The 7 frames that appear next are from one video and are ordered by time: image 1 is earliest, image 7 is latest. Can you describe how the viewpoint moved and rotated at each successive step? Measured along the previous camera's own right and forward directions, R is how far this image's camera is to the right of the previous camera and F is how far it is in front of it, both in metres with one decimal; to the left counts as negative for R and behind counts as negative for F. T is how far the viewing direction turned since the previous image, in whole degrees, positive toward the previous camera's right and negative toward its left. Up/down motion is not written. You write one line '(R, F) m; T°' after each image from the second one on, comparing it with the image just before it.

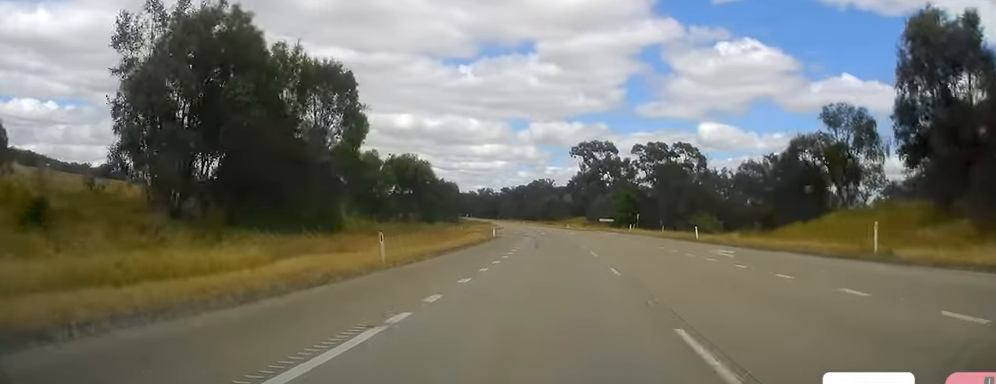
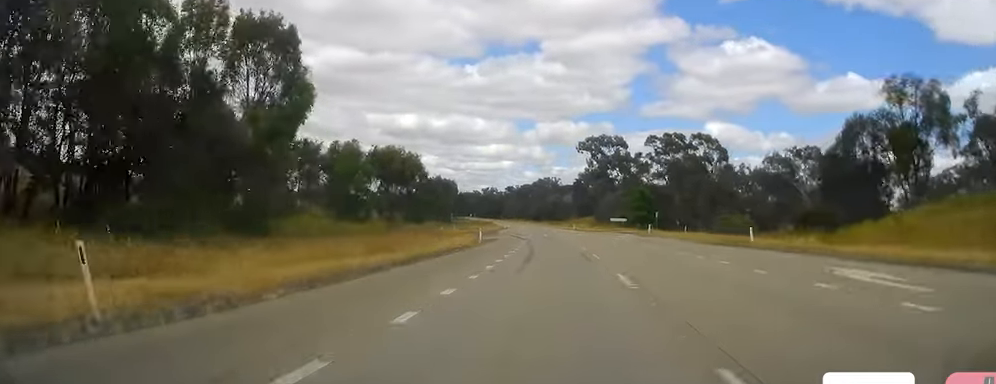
(0.0, +14.5) m; 0°
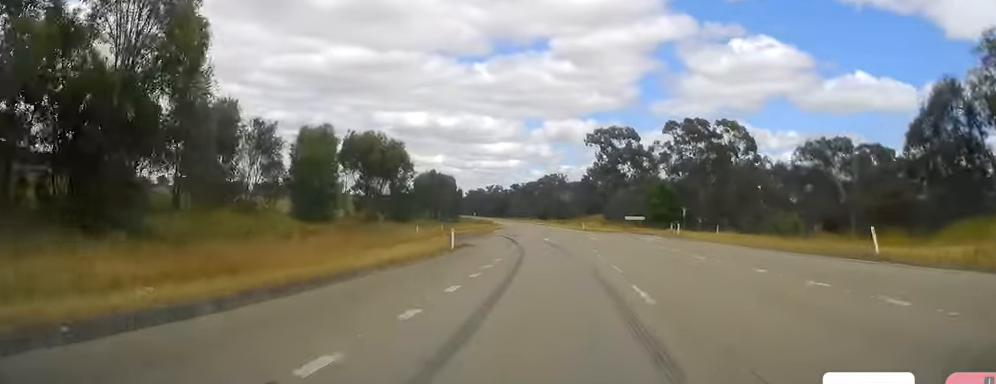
(0.0, +15.5) m; 0°
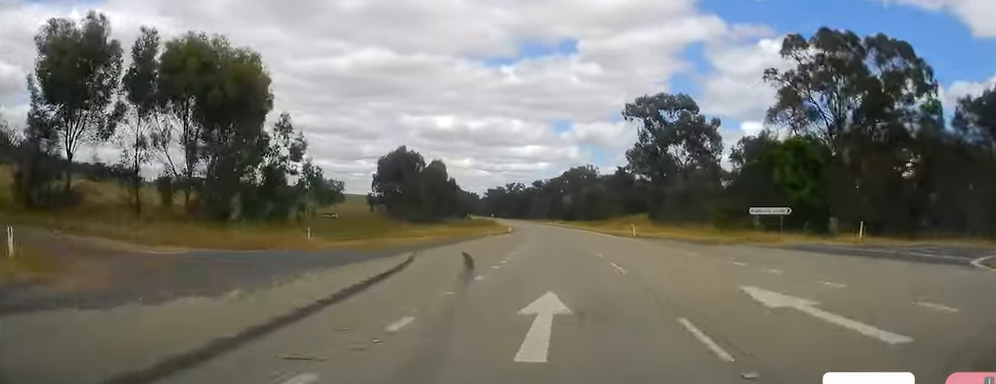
(-0.8, +53.5) m; -3°
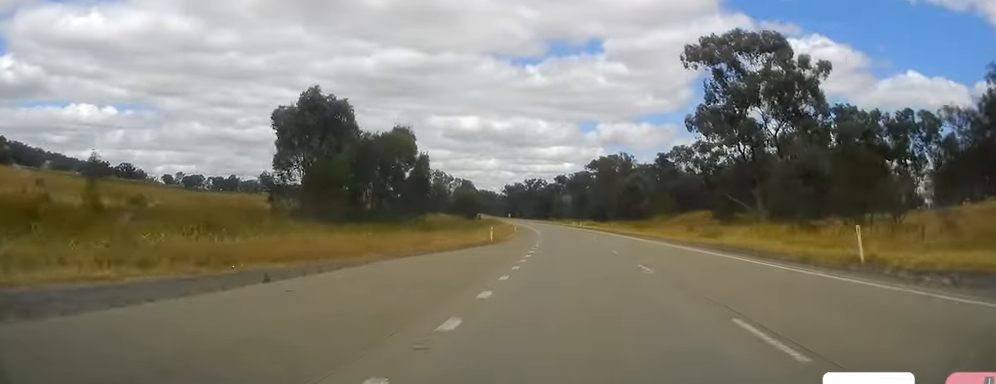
(-1.3, +48.7) m; -2°
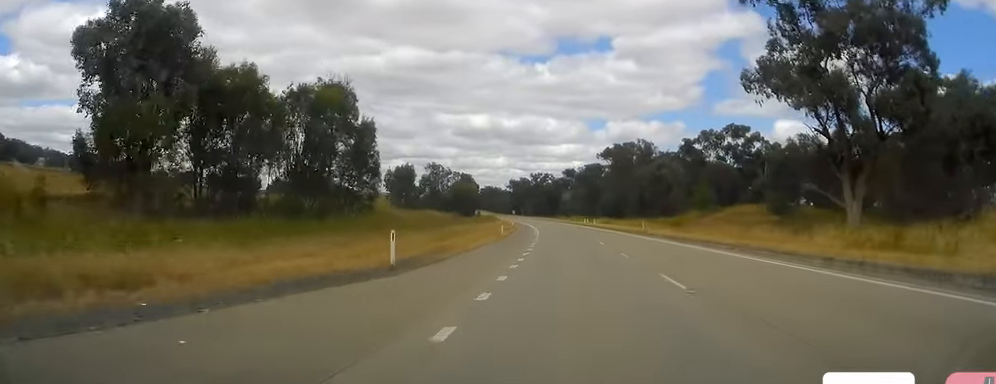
(+0.2, +29.0) m; 0°
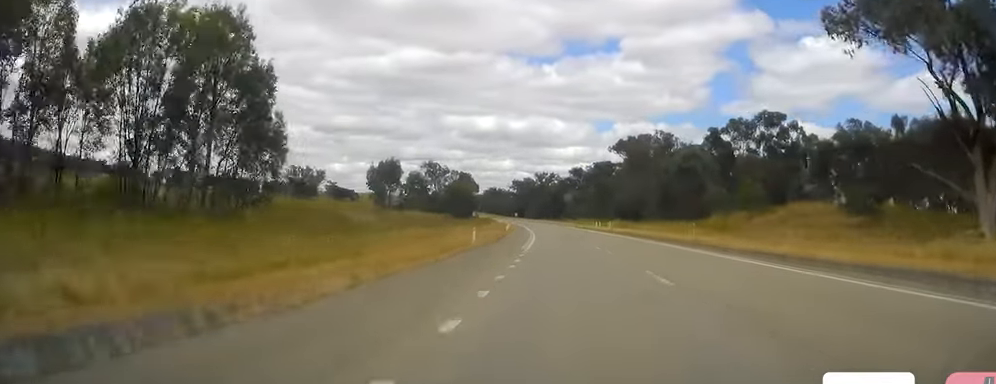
(+0.3, +23.2) m; -1°
